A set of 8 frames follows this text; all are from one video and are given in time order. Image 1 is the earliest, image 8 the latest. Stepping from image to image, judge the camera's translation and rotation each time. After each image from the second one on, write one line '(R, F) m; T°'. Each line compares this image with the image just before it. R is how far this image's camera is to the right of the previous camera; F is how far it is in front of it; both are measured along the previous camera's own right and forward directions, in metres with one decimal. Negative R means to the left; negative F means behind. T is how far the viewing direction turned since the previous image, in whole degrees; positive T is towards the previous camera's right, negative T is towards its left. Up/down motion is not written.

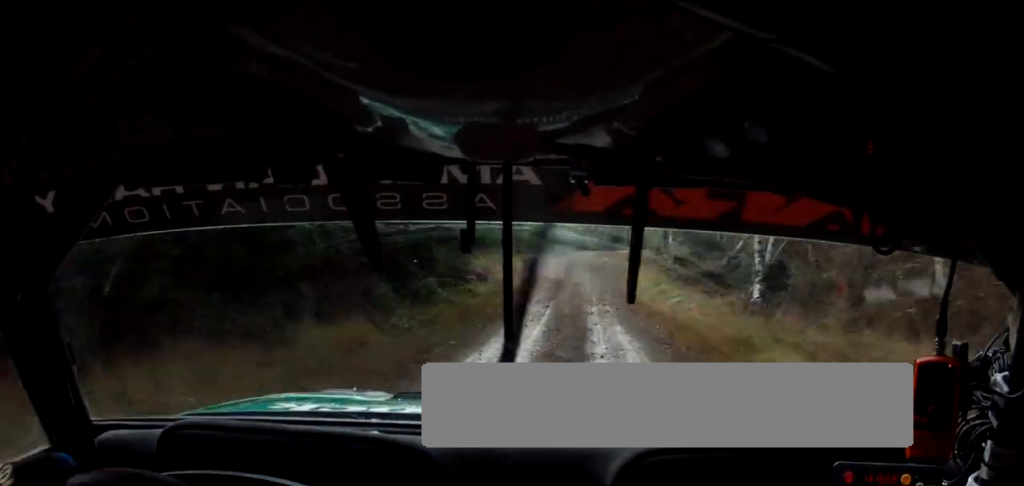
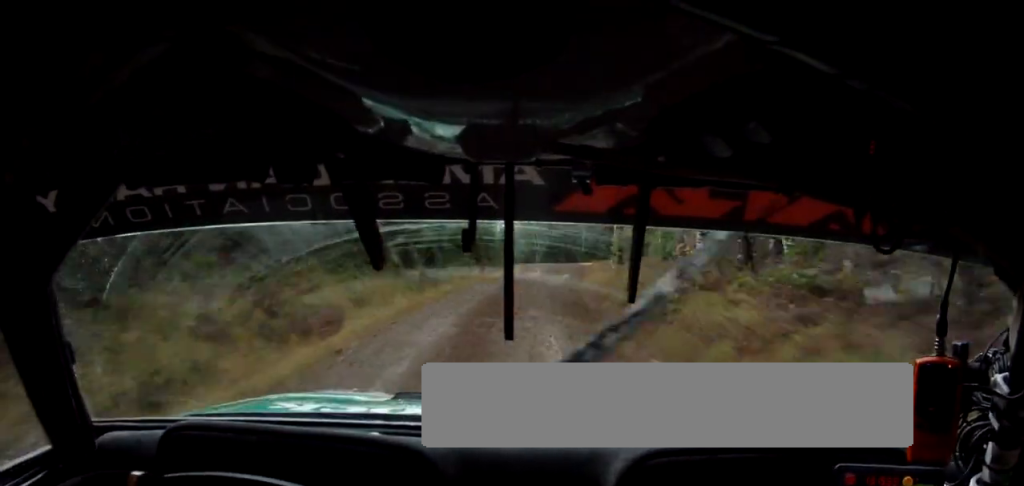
(+0.5, +26.2) m; +3°
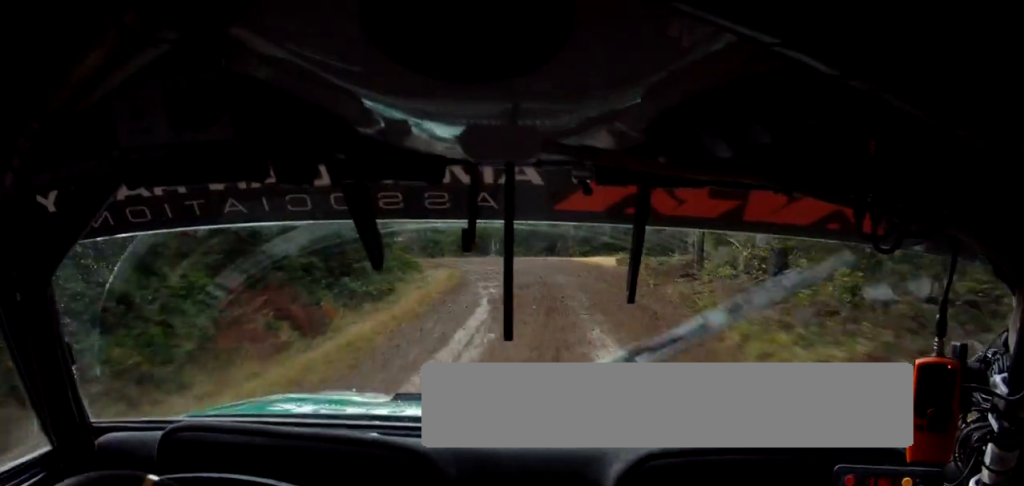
(+1.4, +35.9) m; +2°
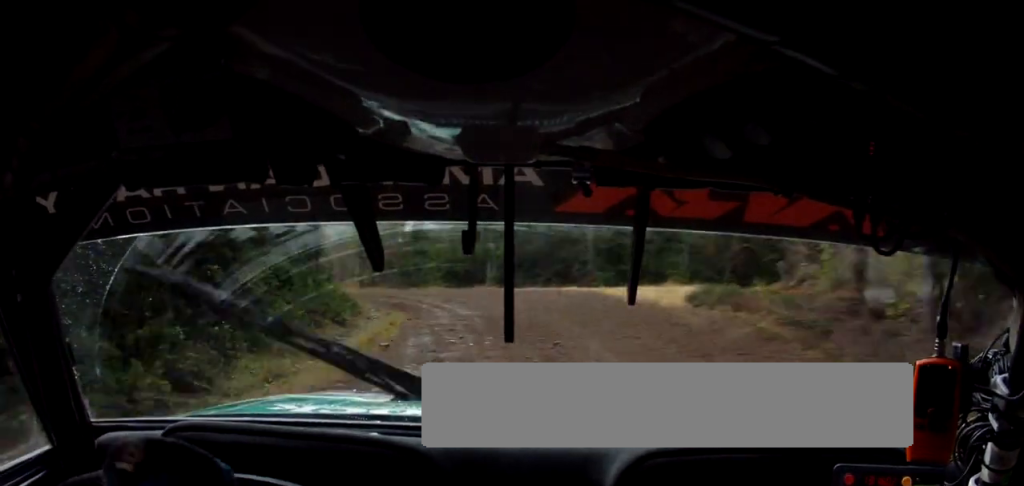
(0.0, +12.8) m; 0°
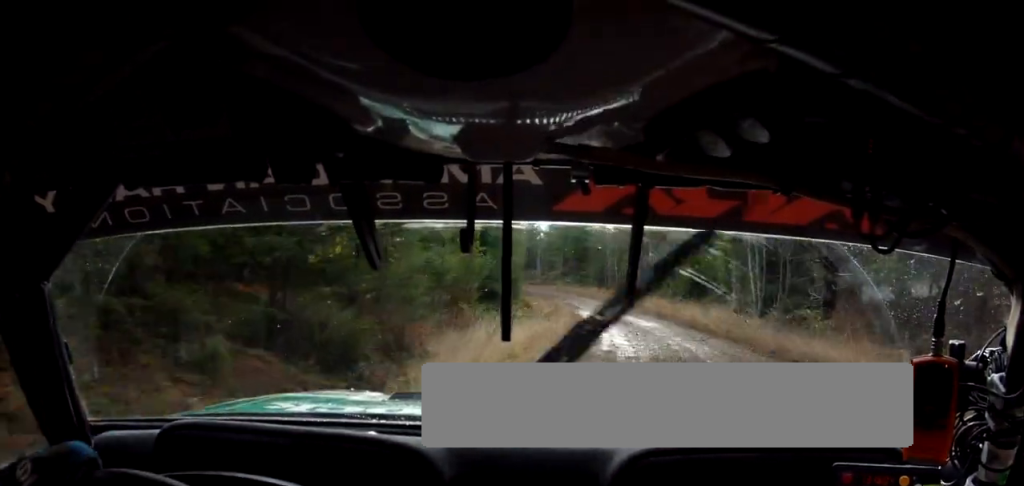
(-8.0, +44.3) m; -31°
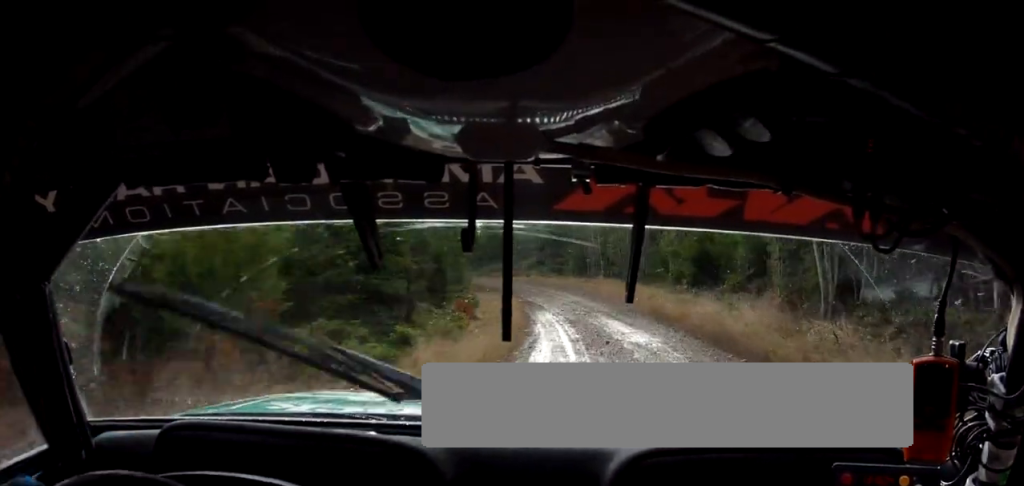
(-1.3, +13.6) m; -8°
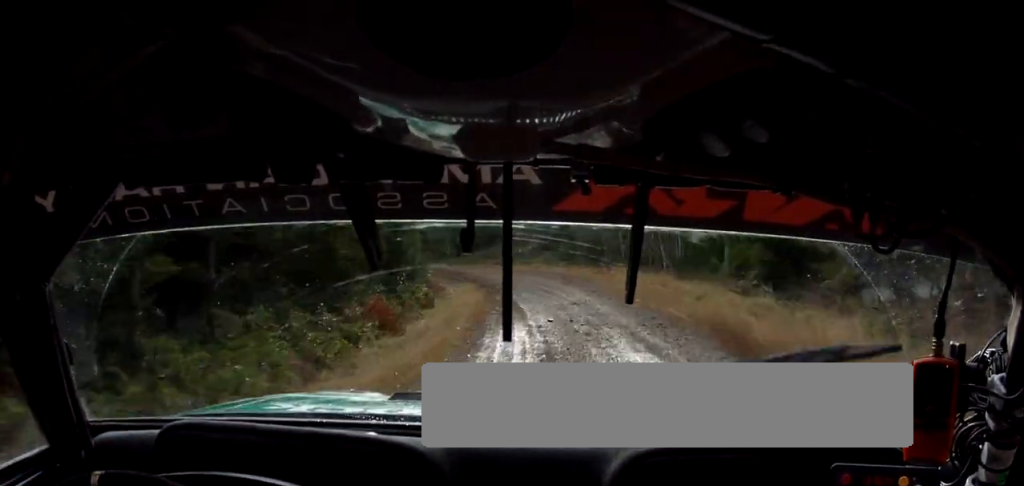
(0.0, +12.6) m; -5°
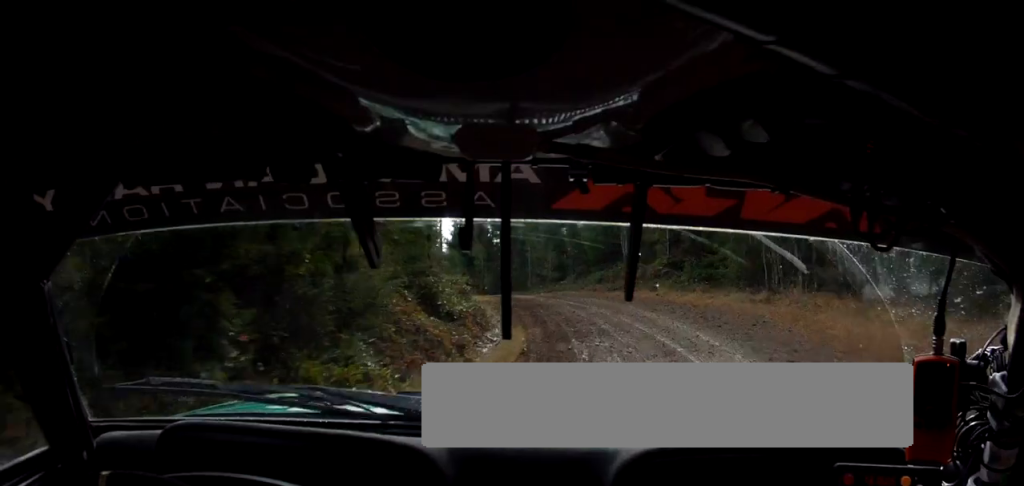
(-1.4, +15.9) m; -7°
